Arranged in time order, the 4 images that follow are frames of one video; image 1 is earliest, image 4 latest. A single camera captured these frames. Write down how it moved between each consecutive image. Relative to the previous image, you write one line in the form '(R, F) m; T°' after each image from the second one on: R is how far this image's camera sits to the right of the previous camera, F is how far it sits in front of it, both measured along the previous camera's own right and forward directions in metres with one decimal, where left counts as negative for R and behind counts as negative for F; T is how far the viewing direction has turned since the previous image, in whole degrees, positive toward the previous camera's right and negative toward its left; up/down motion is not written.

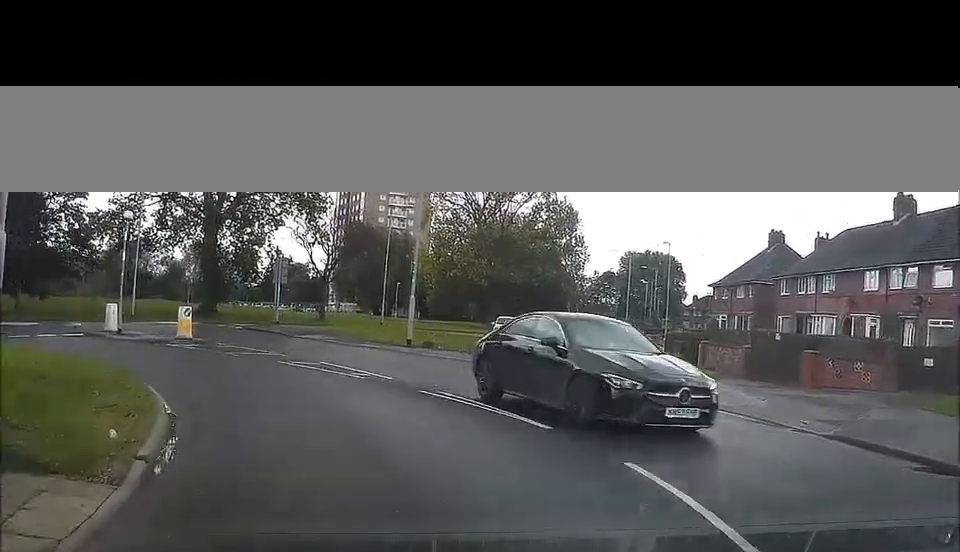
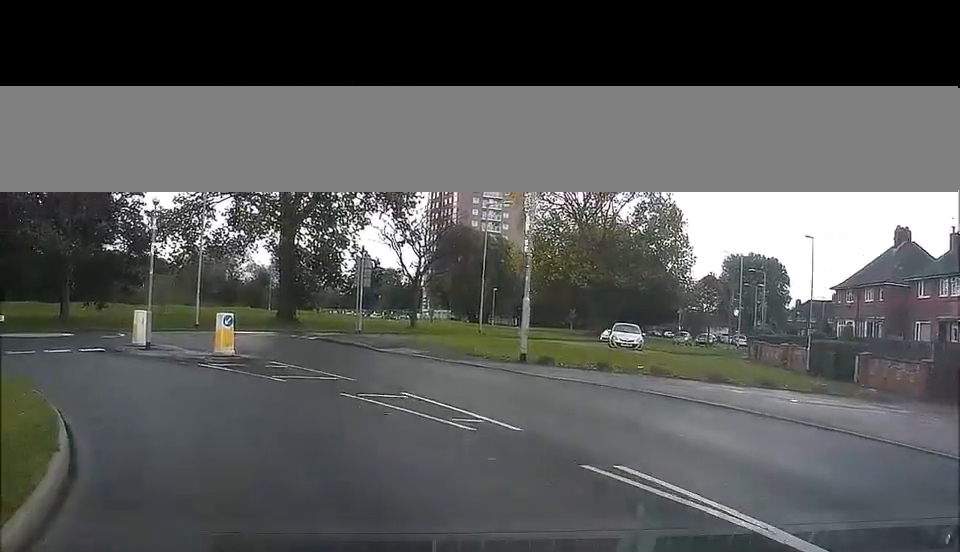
(-0.3, +6.8) m; -6°
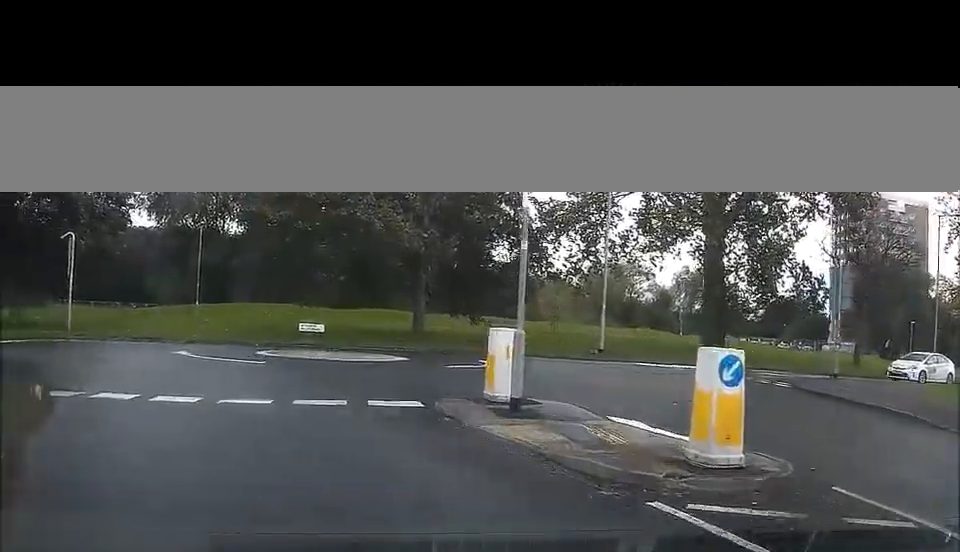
(-1.8, +13.2) m; -17°
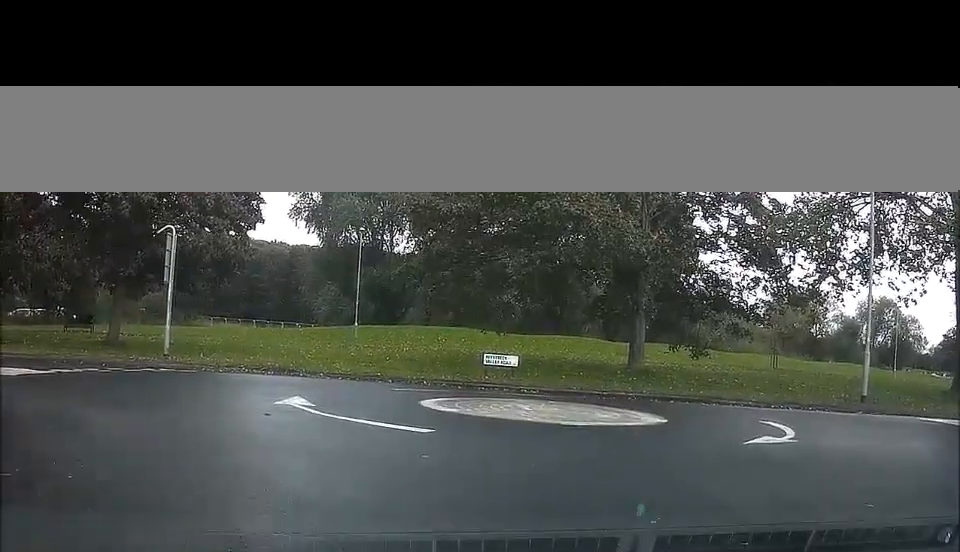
(-1.3, +14.3) m; -18°
